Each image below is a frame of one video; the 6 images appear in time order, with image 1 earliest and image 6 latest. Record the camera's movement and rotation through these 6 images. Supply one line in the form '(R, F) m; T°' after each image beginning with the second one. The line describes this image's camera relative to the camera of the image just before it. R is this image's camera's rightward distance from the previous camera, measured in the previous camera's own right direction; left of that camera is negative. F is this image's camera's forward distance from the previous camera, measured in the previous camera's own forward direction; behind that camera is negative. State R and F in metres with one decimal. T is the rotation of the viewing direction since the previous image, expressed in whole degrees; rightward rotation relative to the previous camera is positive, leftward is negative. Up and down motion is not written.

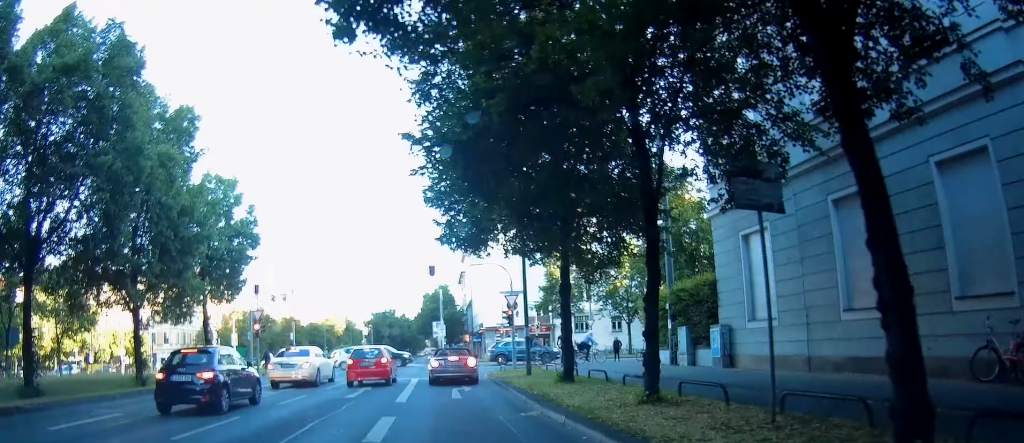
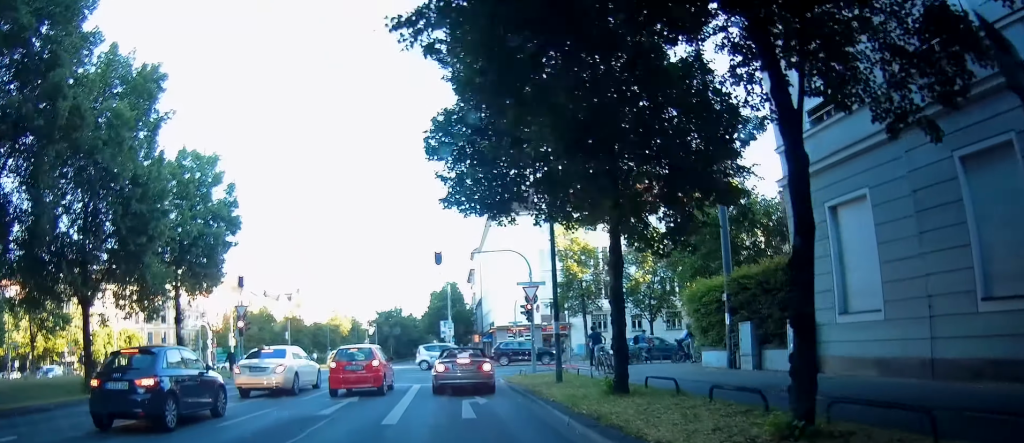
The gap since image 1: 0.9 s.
(+0.1, +3.4) m; -2°
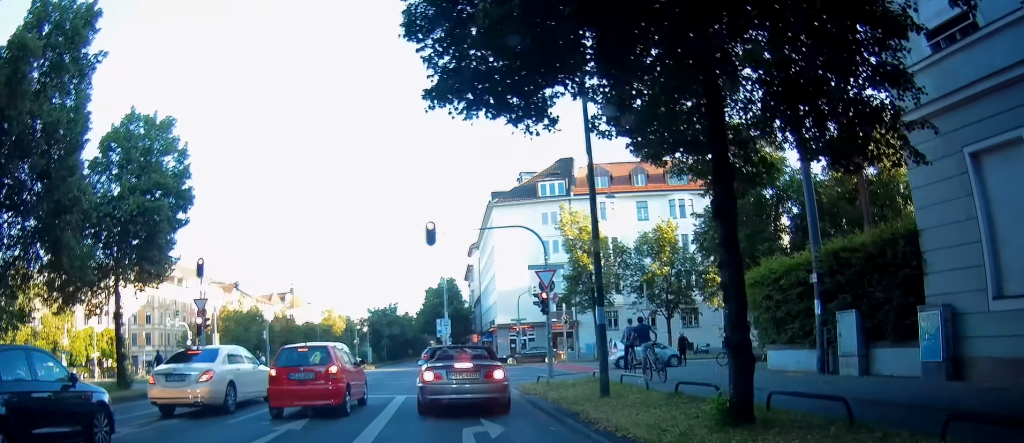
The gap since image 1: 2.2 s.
(-0.4, +4.2) m; -18°
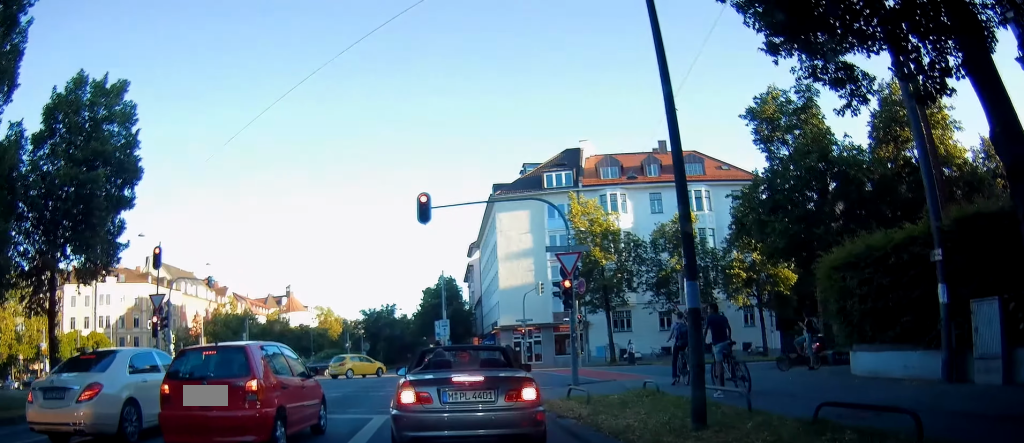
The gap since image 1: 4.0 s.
(-0.7, +3.5) m; -11°
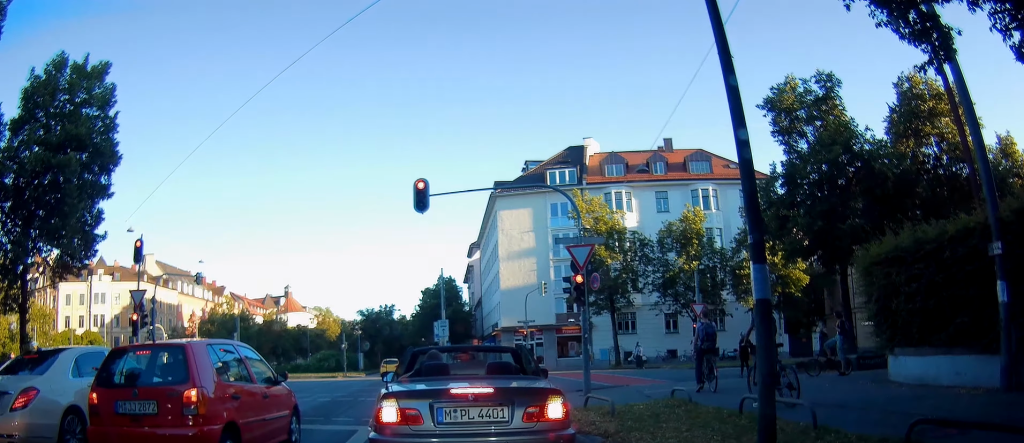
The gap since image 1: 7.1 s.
(+0.3, +2.9) m; 0°
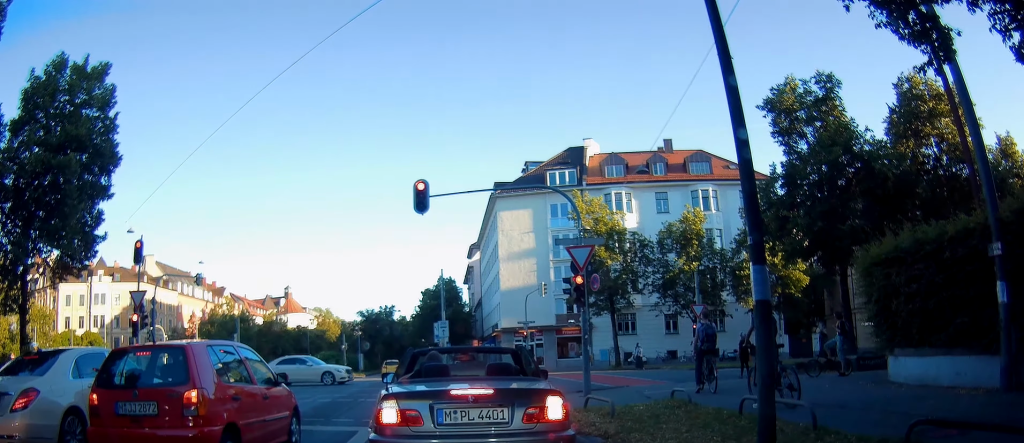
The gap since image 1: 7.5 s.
(+0.1, +0.2) m; 0°
